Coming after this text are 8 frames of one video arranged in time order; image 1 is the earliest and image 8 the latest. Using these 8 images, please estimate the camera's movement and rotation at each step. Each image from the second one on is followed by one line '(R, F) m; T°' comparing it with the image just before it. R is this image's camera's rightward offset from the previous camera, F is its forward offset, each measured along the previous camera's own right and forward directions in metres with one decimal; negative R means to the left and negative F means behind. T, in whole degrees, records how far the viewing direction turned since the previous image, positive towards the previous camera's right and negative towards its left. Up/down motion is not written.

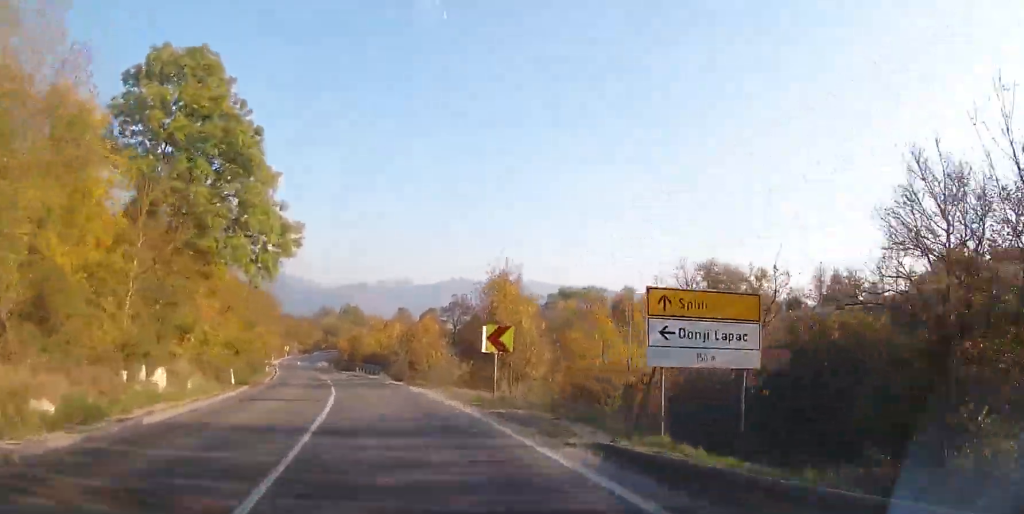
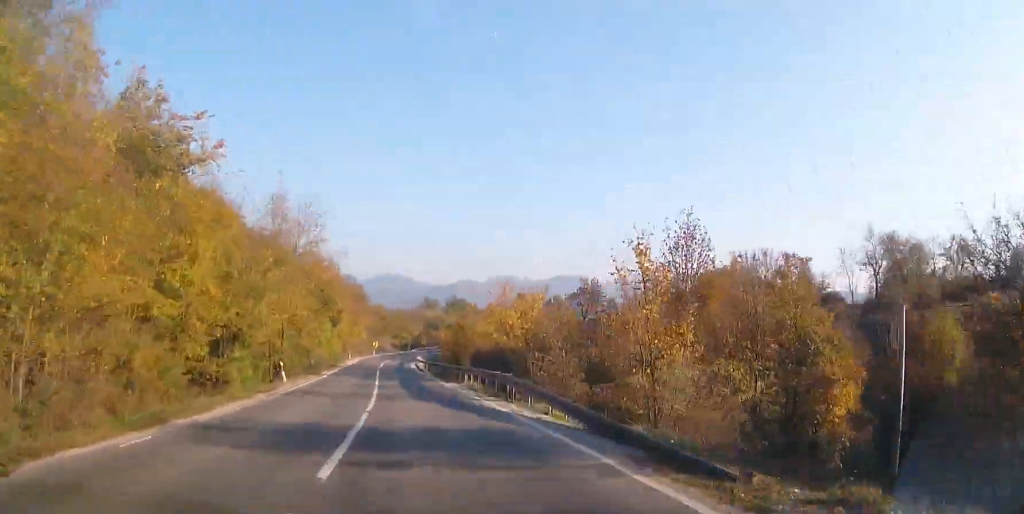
(-2.3, +28.0) m; -9°
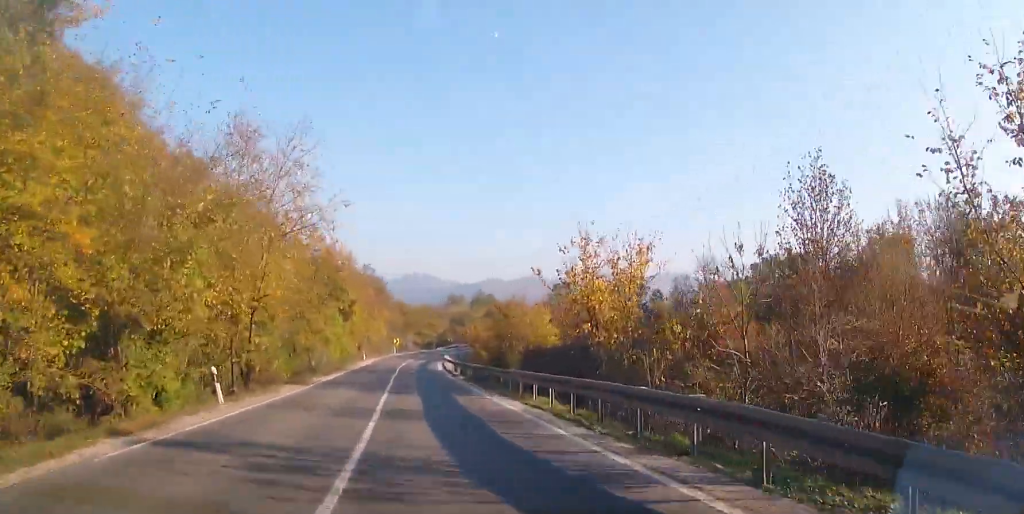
(-0.5, +12.3) m; -3°
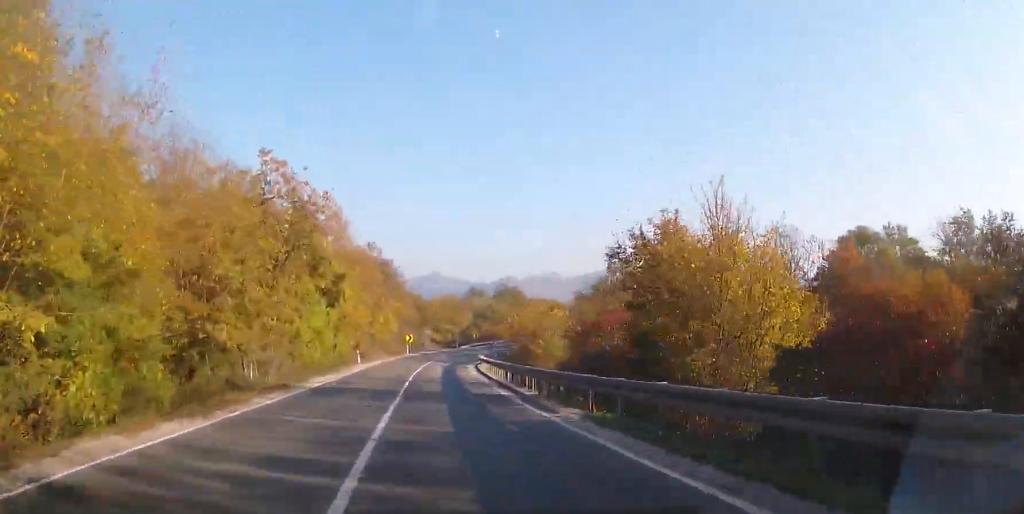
(-0.3, +22.1) m; -1°
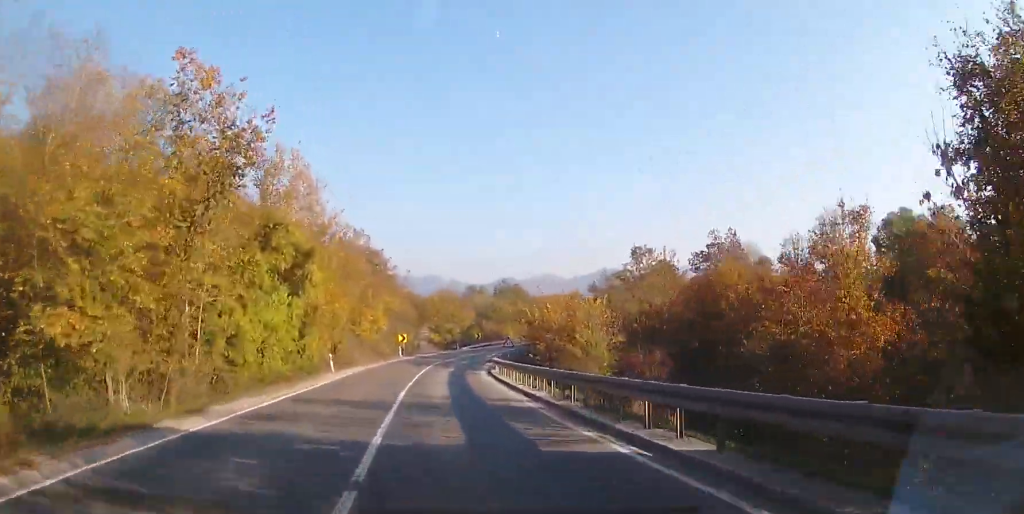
(0.0, +11.8) m; 0°
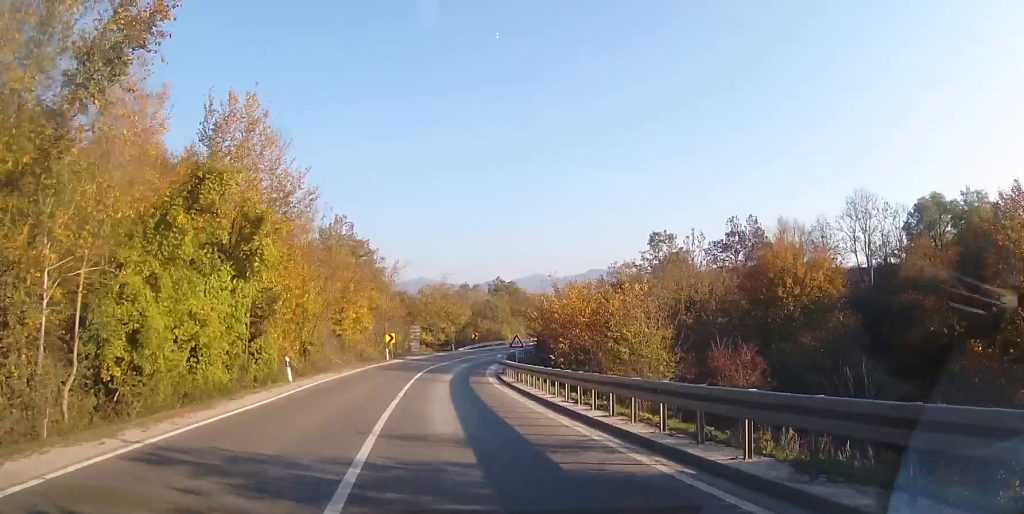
(0.0, +8.7) m; +1°
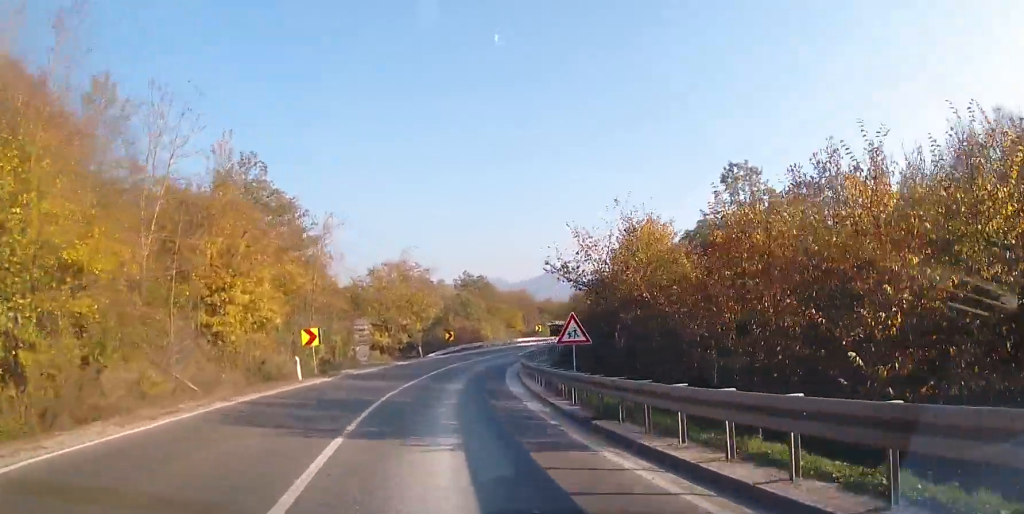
(+0.6, +24.1) m; +3°
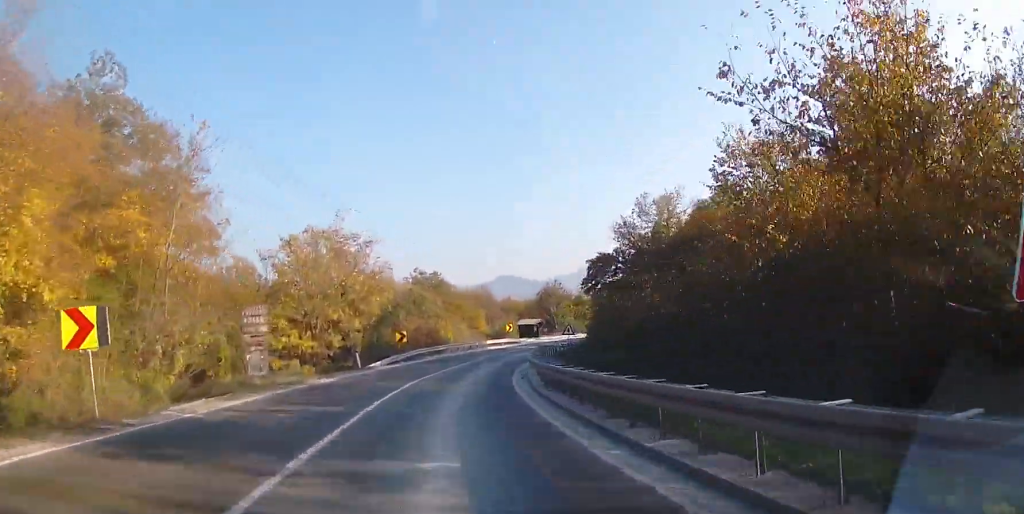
(+0.4, +17.1) m; +4°
